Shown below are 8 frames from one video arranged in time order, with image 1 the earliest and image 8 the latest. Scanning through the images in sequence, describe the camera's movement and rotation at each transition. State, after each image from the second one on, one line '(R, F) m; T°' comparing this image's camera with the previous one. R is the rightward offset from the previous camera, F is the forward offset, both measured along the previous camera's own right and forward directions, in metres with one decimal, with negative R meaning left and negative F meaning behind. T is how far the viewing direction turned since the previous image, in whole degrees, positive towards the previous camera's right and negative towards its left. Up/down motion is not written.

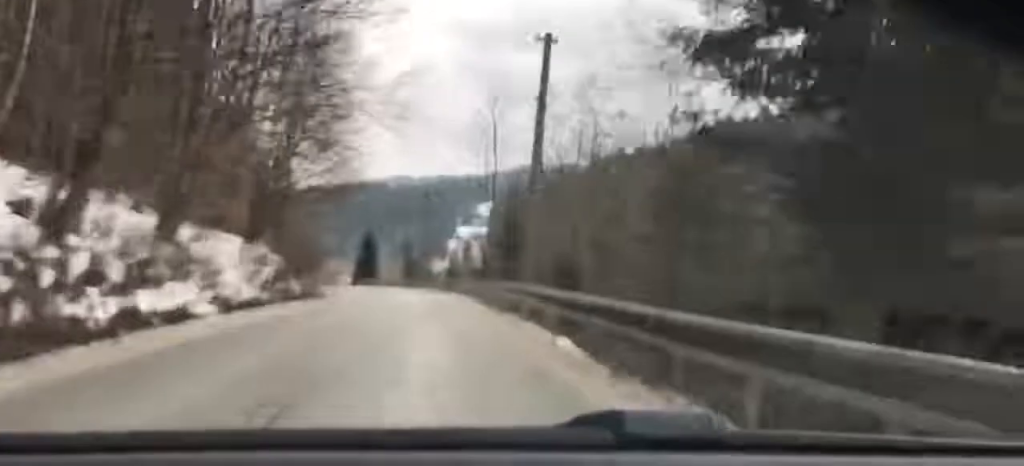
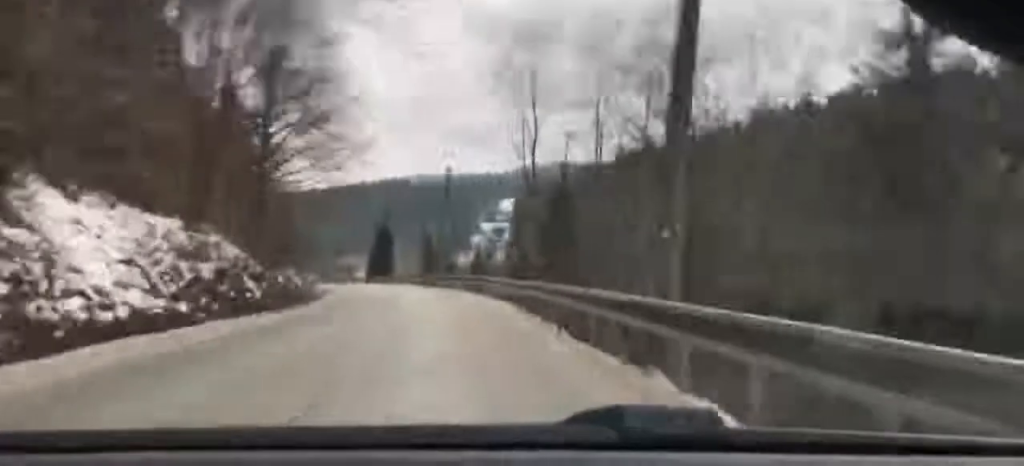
(-0.3, +12.5) m; -3°
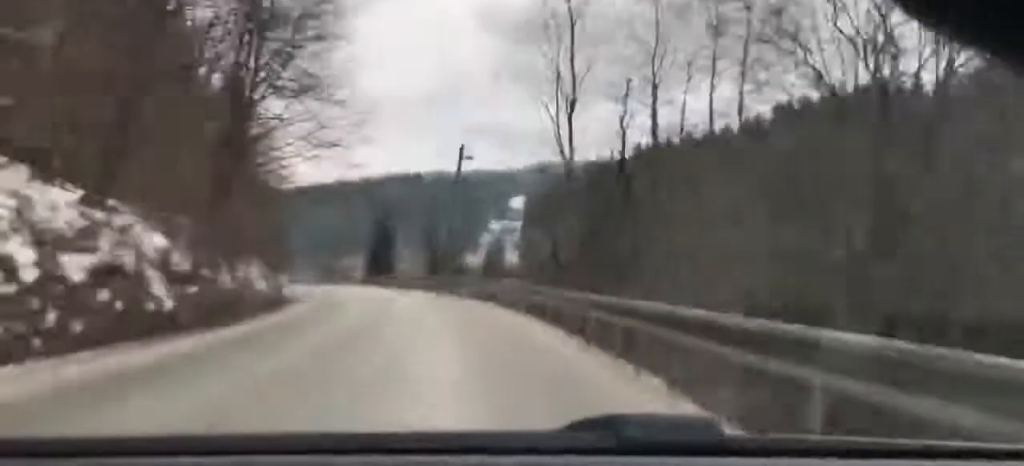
(+0.1, +8.2) m; -2°
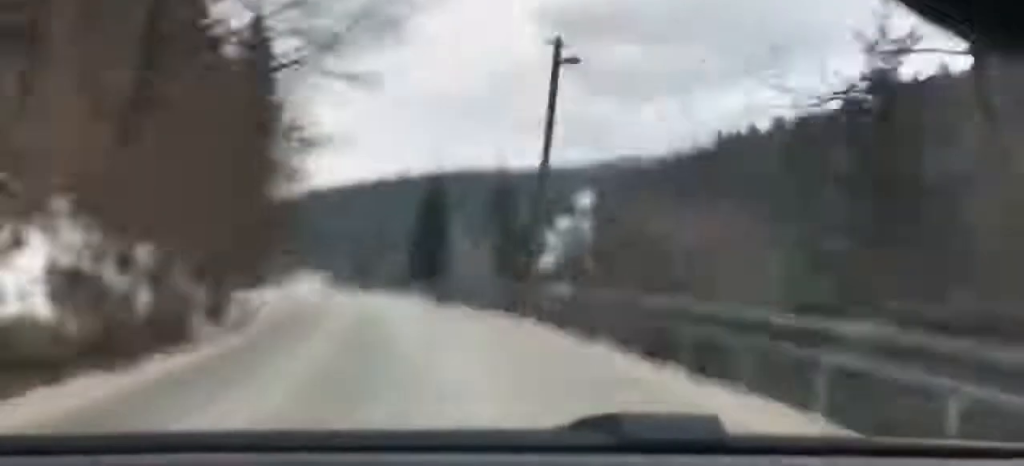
(-0.8, +24.5) m; -2°
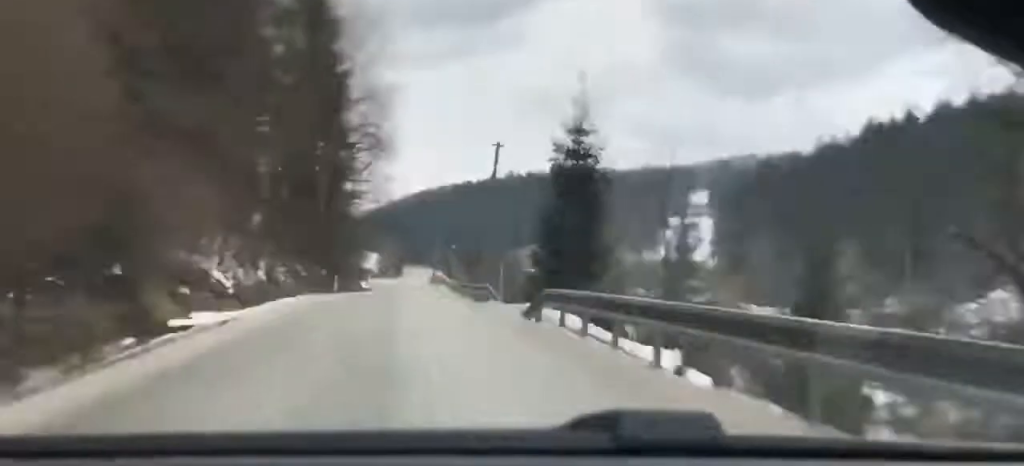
(-1.6, +31.9) m; -12°
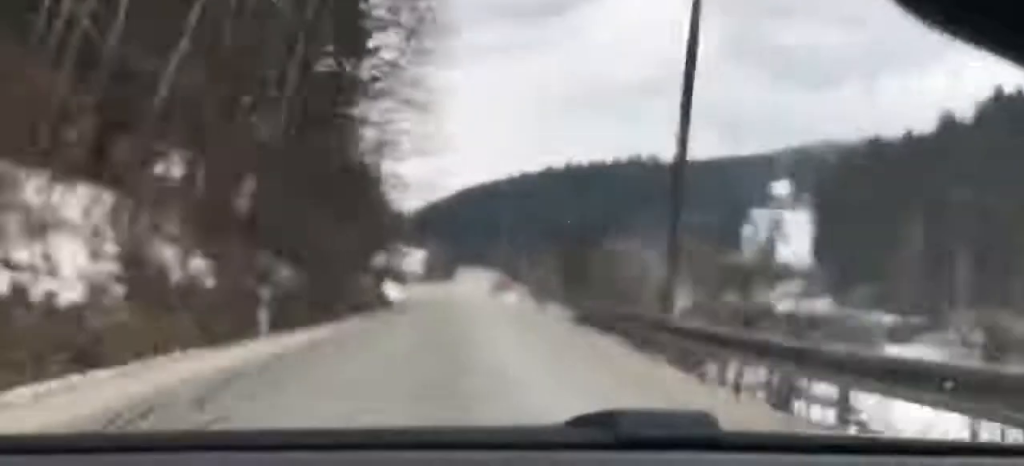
(-4.0, +36.1) m; -4°
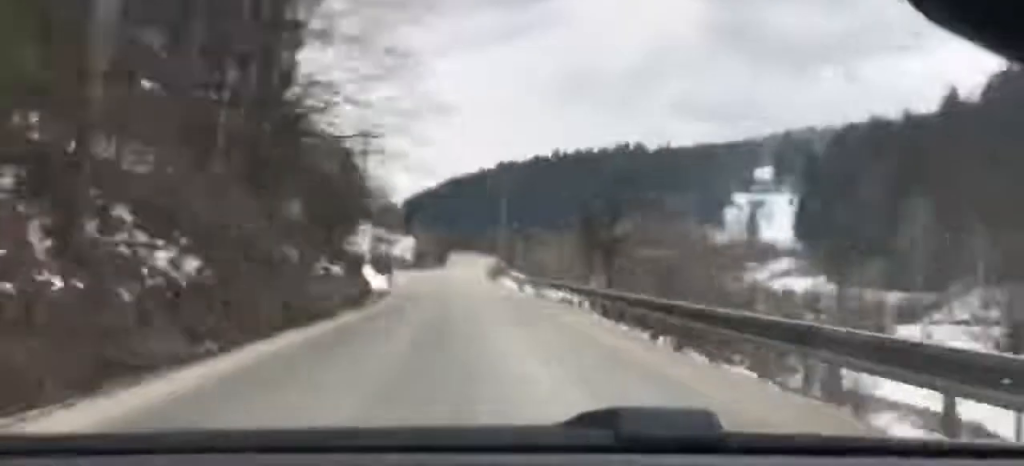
(+0.4, +12.0) m; +2°
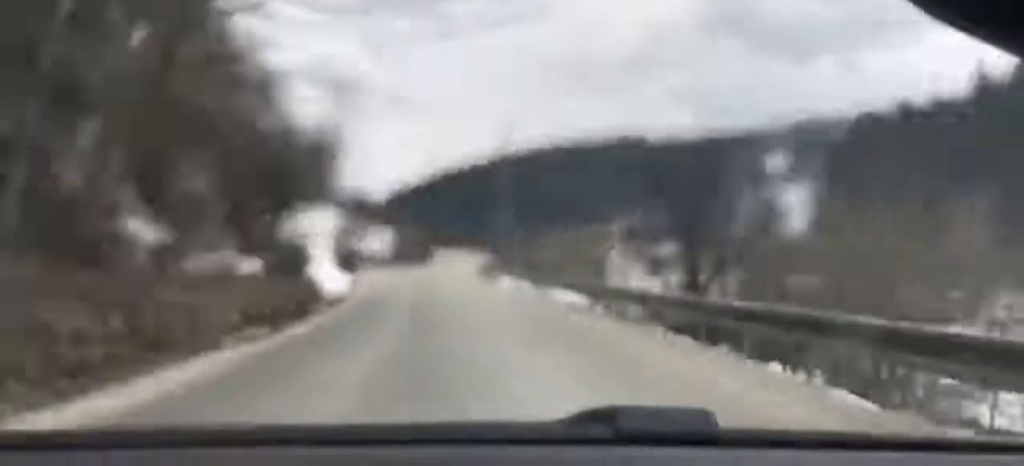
(+0.5, +9.9) m; -1°
